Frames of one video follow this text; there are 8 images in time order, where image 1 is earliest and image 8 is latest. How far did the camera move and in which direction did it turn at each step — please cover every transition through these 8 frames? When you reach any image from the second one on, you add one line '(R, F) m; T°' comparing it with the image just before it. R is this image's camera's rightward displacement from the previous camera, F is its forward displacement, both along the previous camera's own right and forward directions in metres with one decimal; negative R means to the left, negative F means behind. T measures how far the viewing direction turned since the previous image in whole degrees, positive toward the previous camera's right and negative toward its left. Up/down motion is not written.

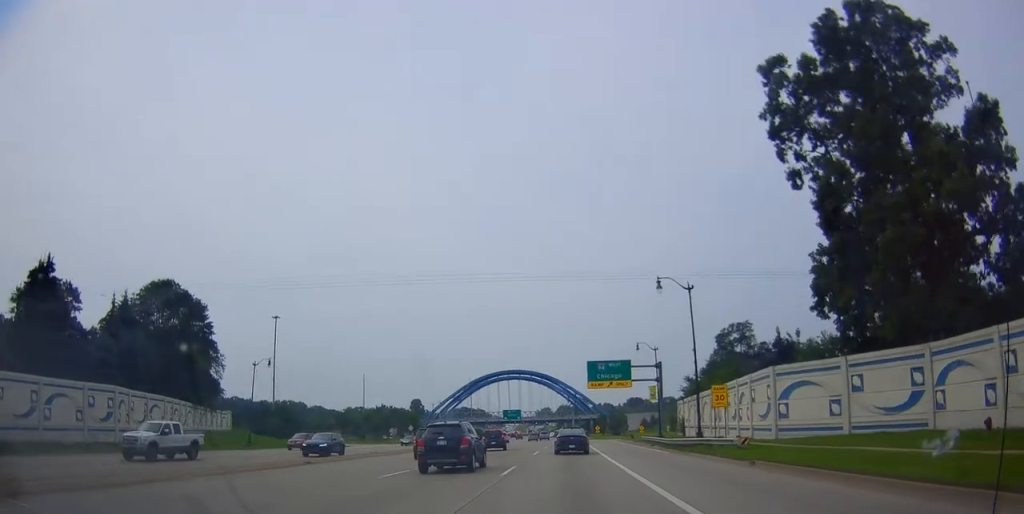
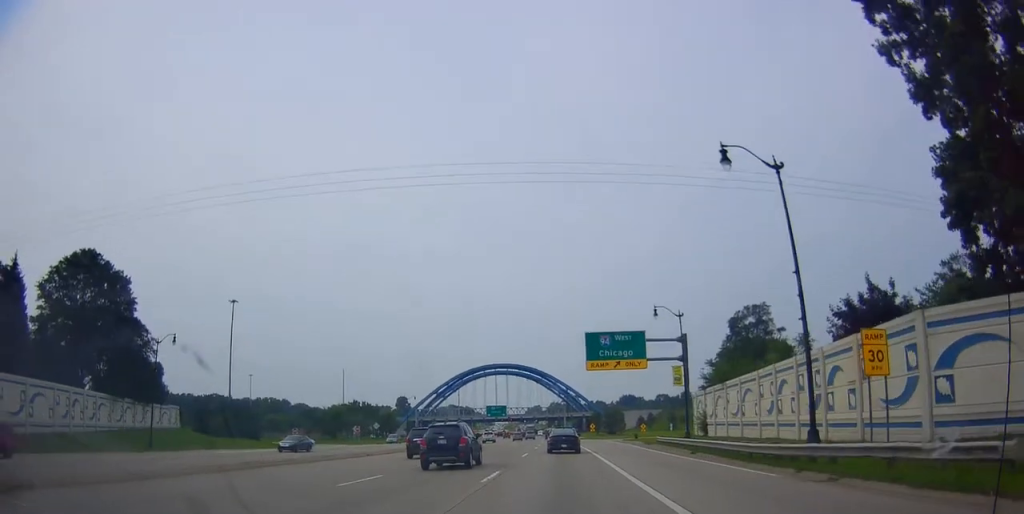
(-0.6, +17.4) m; -1°
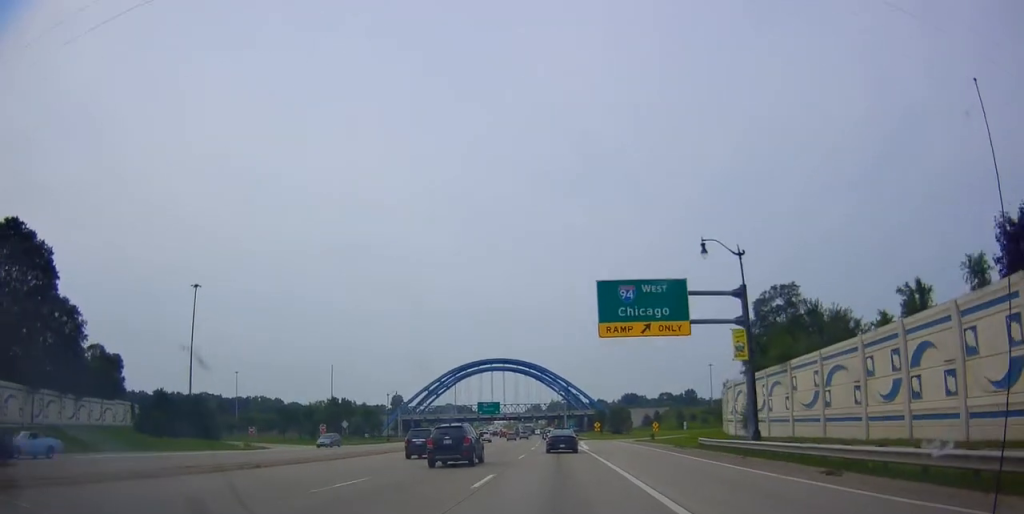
(+0.3, +16.2) m; +2°
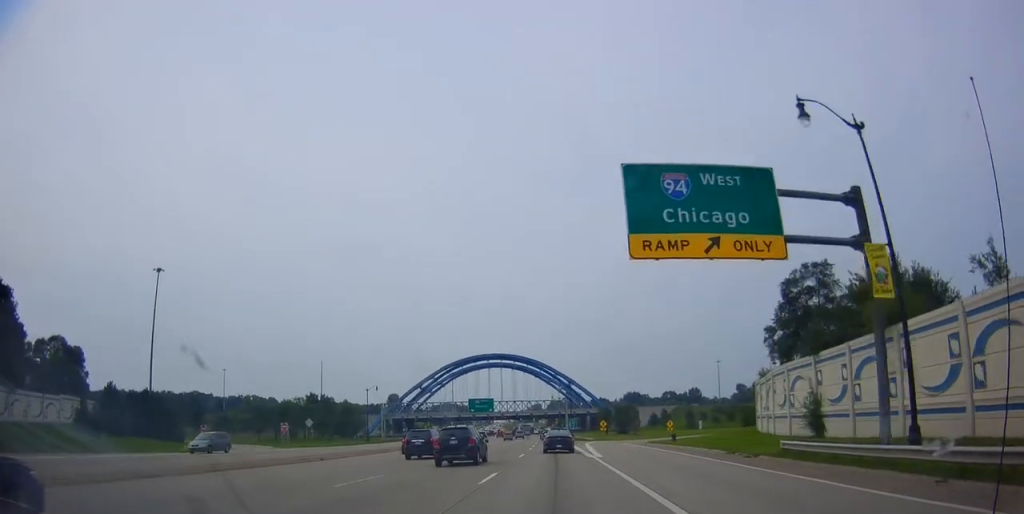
(+0.4, +14.1) m; -1°
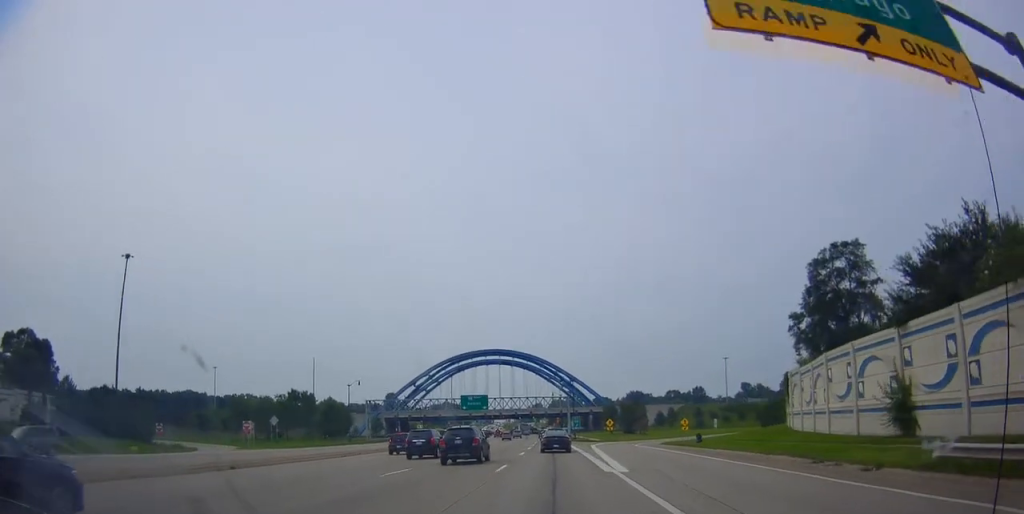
(-0.4, +10.6) m; 0°
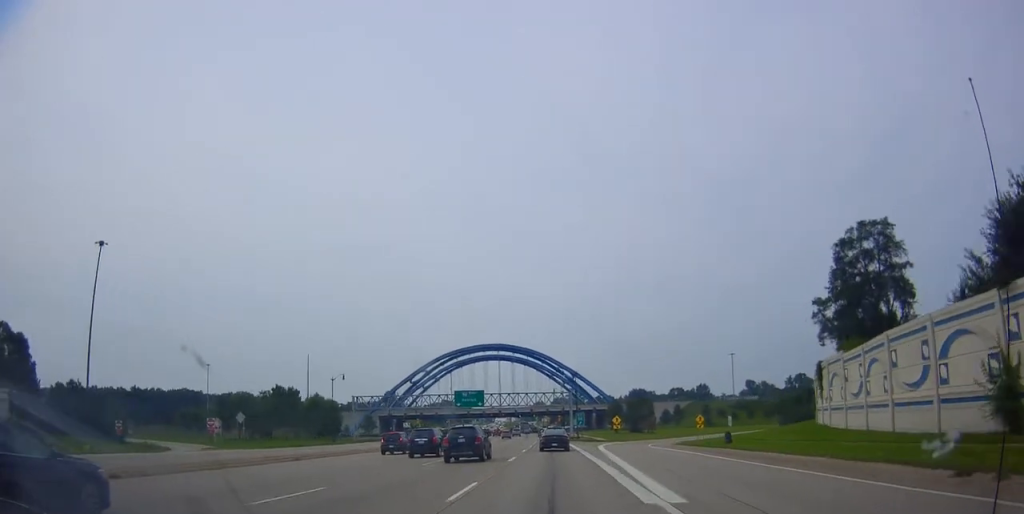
(-0.4, +8.3) m; 0°
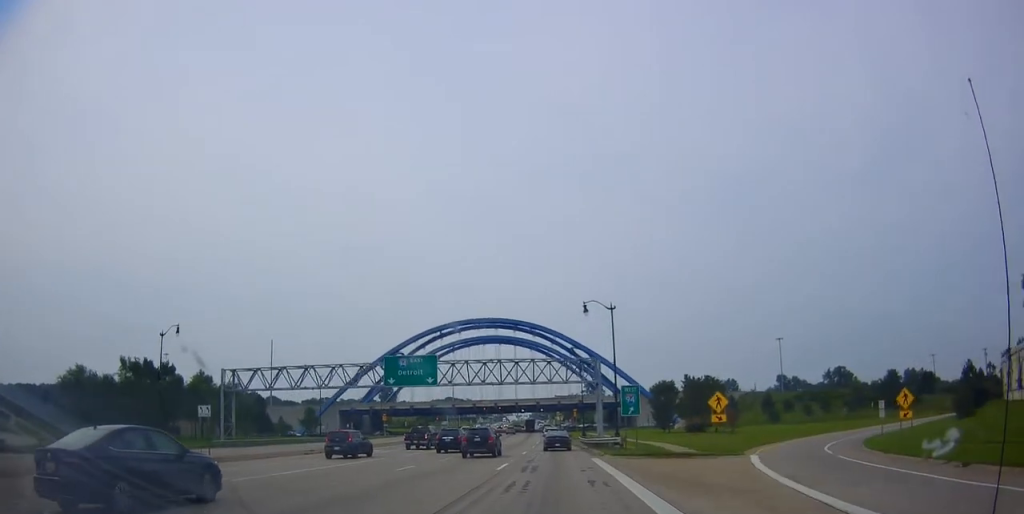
(+1.3, +46.7) m; 0°
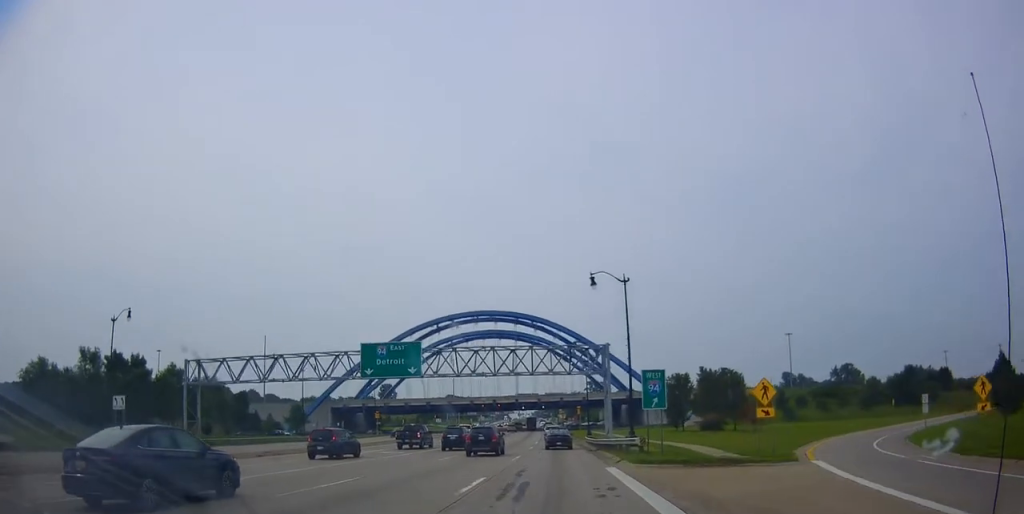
(+0.2, +7.4) m; -1°
